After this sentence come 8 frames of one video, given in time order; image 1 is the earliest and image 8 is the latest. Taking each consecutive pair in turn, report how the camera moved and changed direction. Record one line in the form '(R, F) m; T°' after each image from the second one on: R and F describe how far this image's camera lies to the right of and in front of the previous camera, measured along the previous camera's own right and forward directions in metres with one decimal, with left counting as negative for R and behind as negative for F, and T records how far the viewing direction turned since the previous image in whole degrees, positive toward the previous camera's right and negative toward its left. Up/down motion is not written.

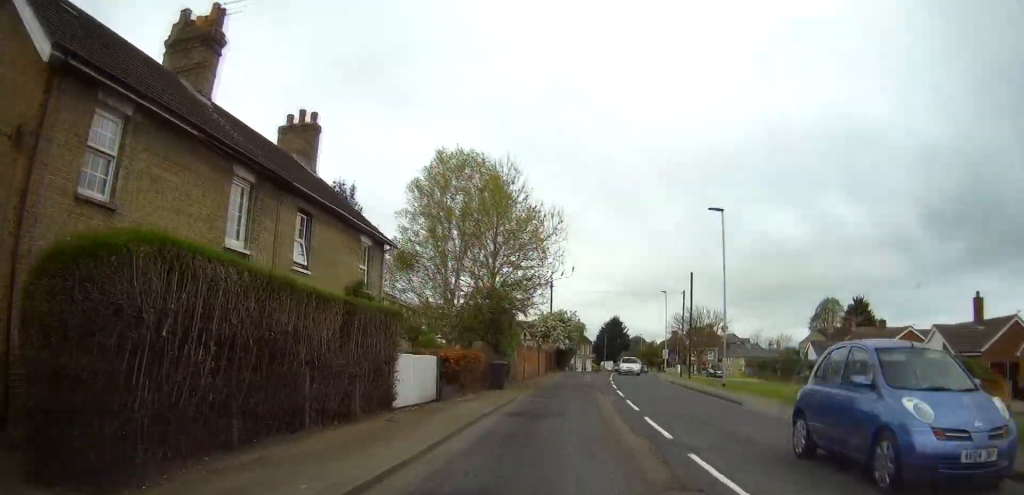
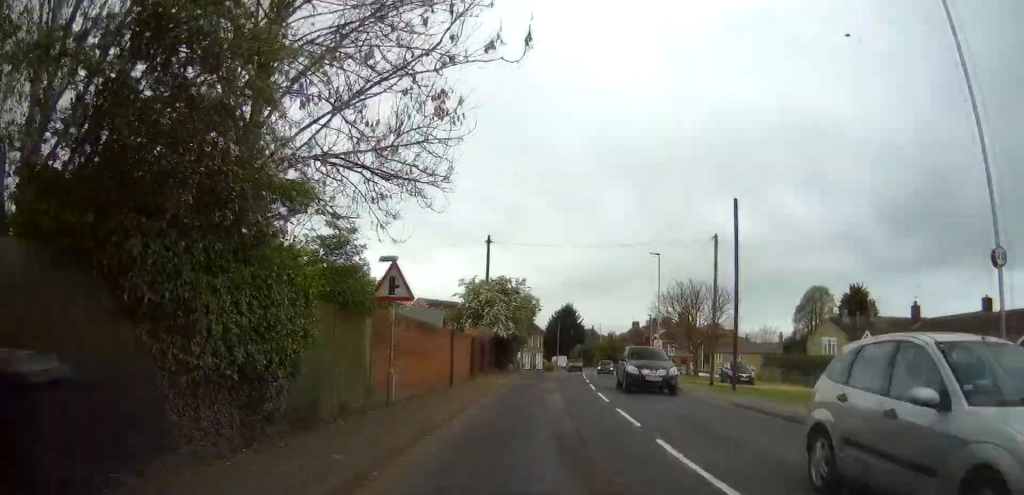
(+1.3, +23.1) m; +6°
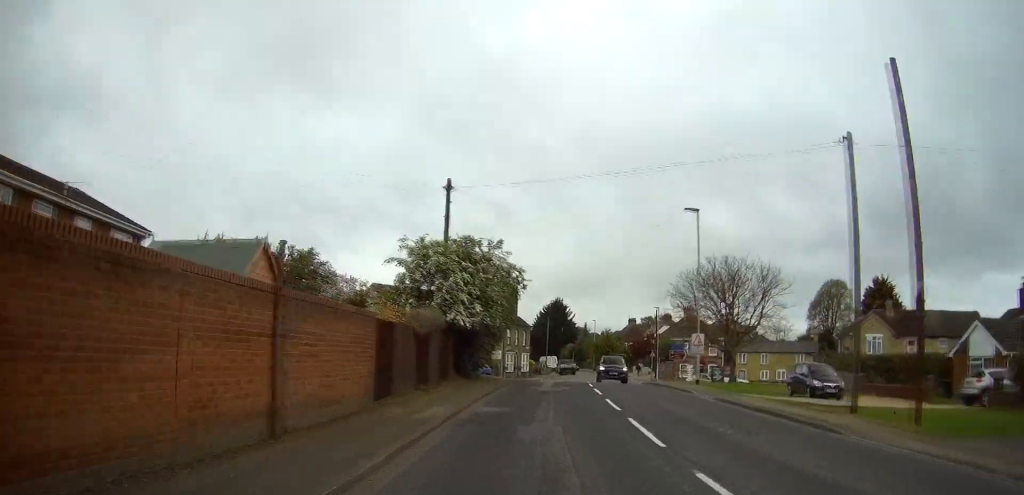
(+0.2, +15.0) m; +1°
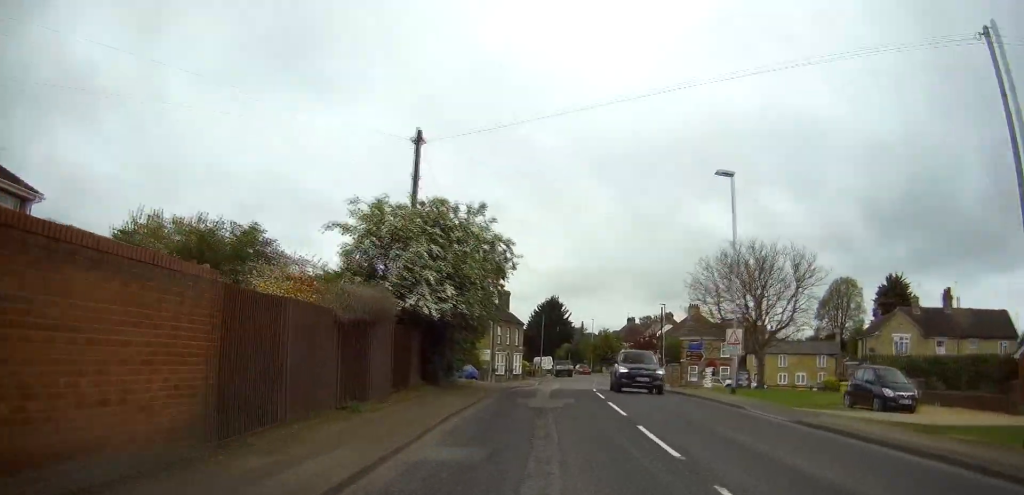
(0.0, +6.9) m; 0°
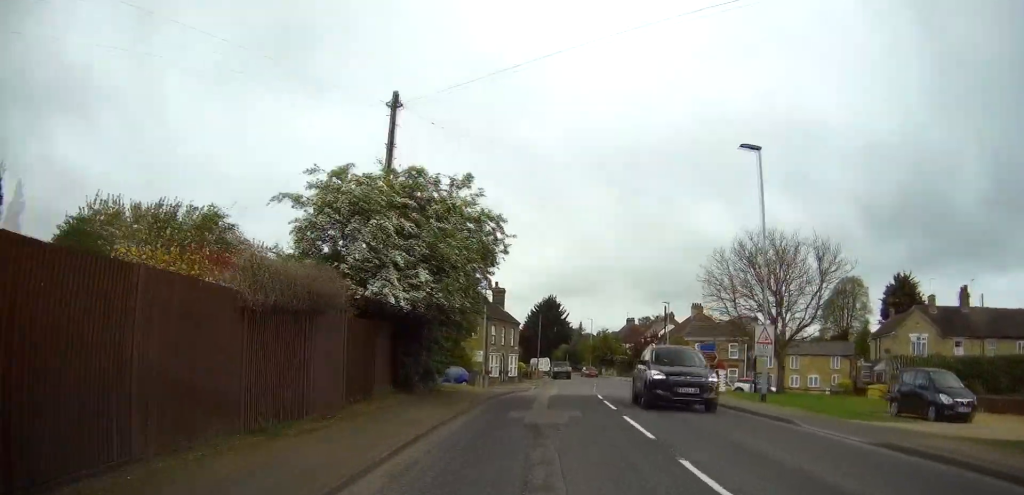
(0.0, +3.8) m; 0°
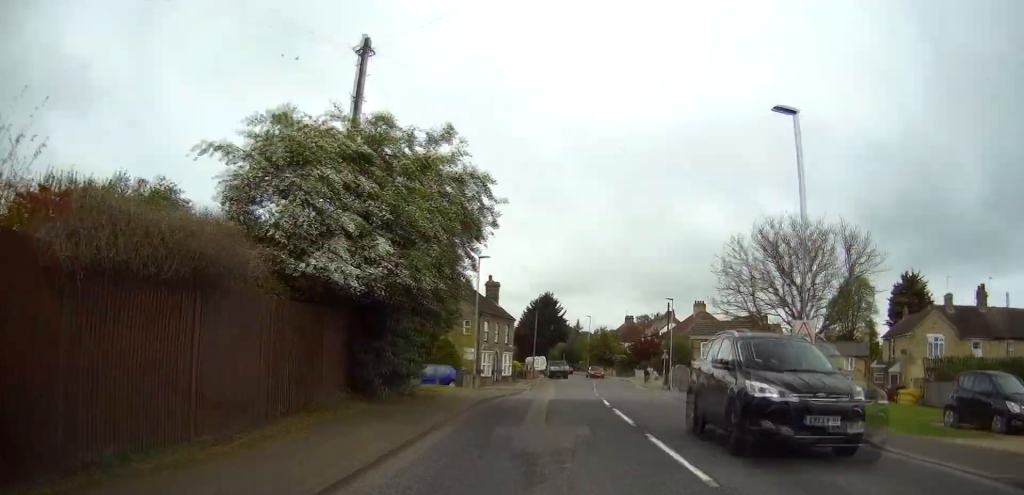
(0.0, +3.7) m; 0°
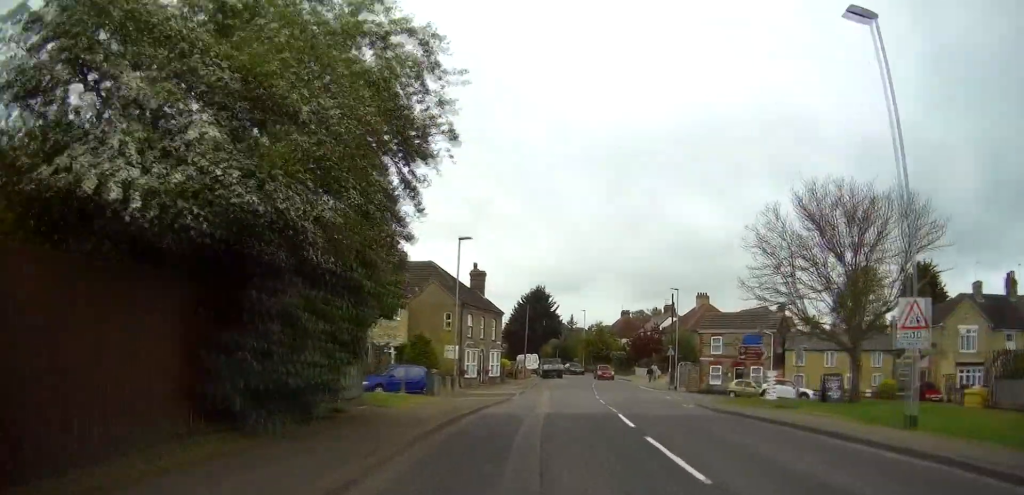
(-0.1, +6.1) m; -1°
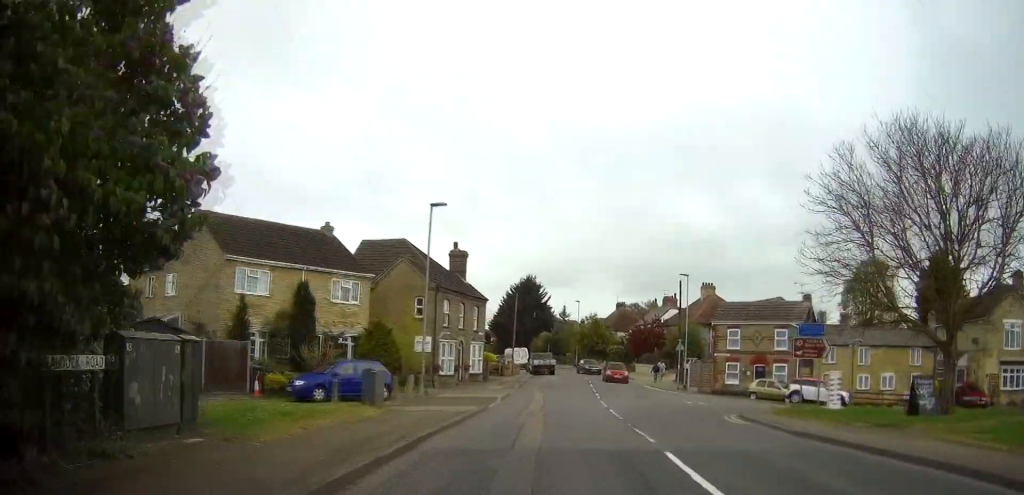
(0.0, +7.2) m; +2°
